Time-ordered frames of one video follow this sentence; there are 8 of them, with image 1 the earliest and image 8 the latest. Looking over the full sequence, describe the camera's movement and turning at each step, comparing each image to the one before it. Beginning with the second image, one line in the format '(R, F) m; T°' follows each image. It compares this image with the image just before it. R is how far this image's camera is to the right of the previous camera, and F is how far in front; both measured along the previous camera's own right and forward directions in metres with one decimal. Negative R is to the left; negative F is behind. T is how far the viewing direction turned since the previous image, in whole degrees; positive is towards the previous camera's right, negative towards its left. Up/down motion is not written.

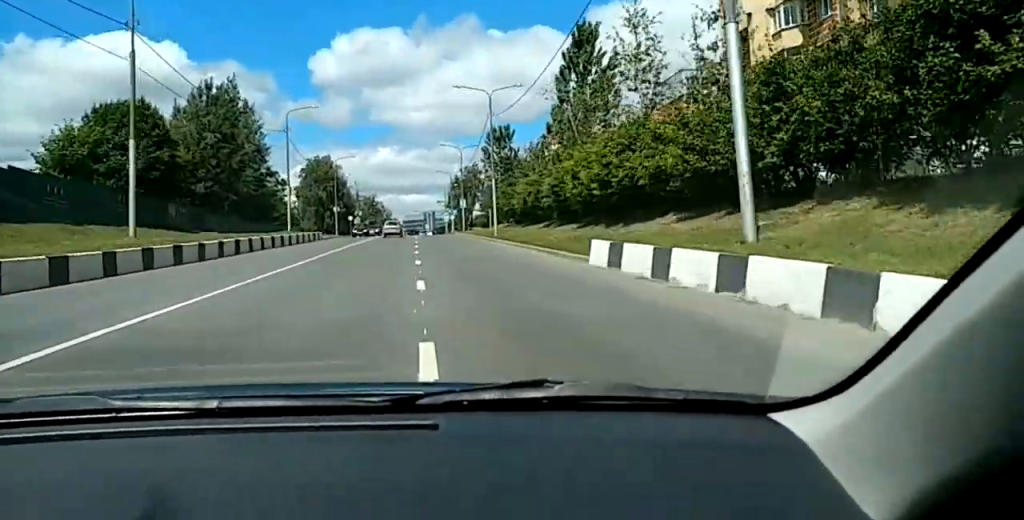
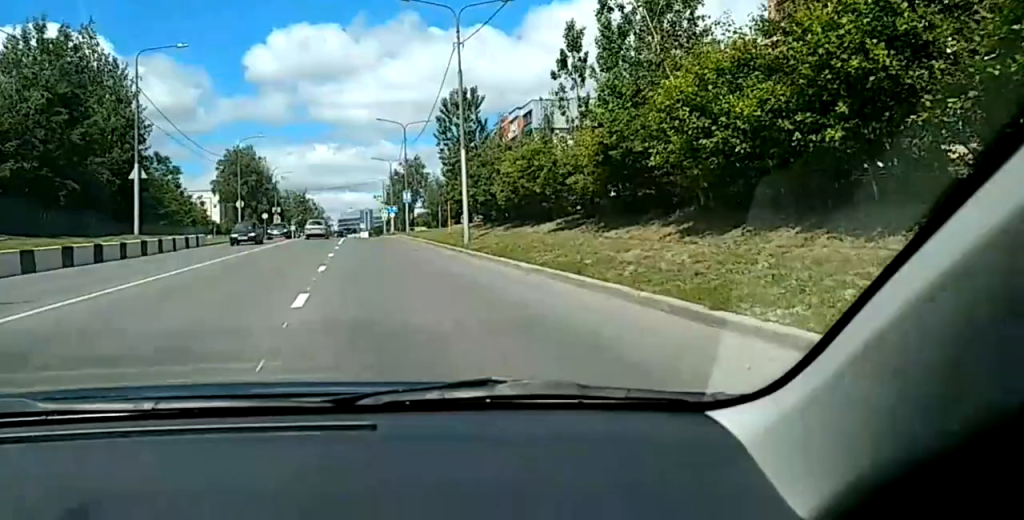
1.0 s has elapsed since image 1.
(0.0, +18.6) m; +1°
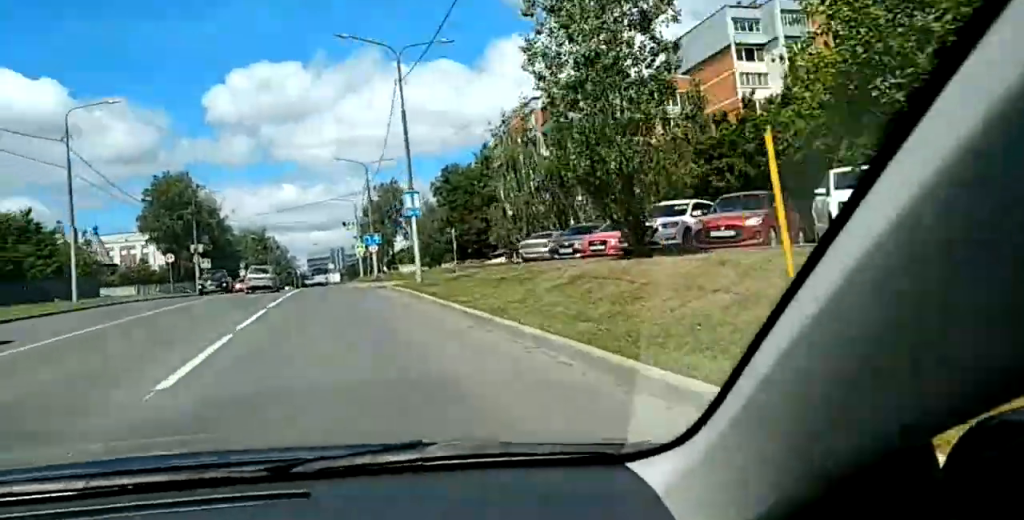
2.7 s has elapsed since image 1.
(+3.0, +33.4) m; +10°
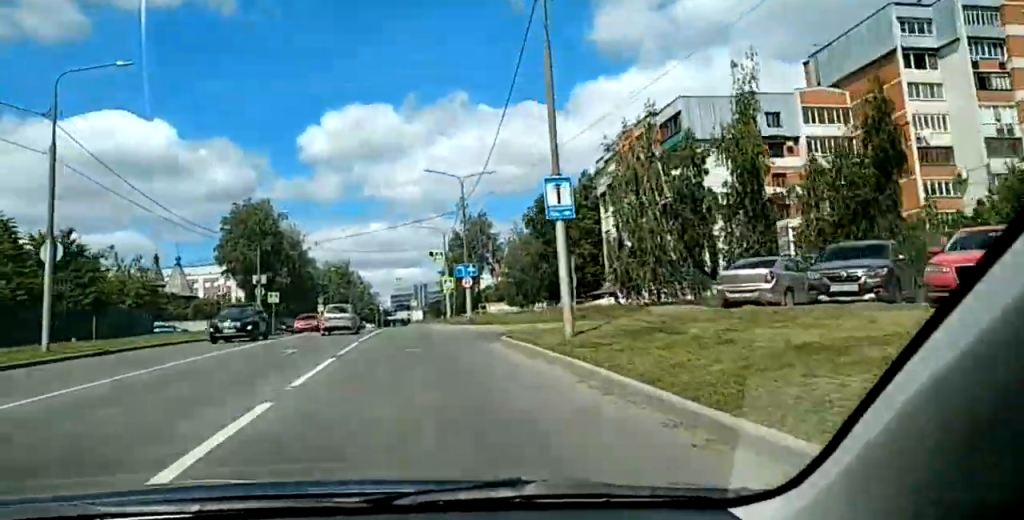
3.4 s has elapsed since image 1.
(-0.1, +12.7) m; -1°
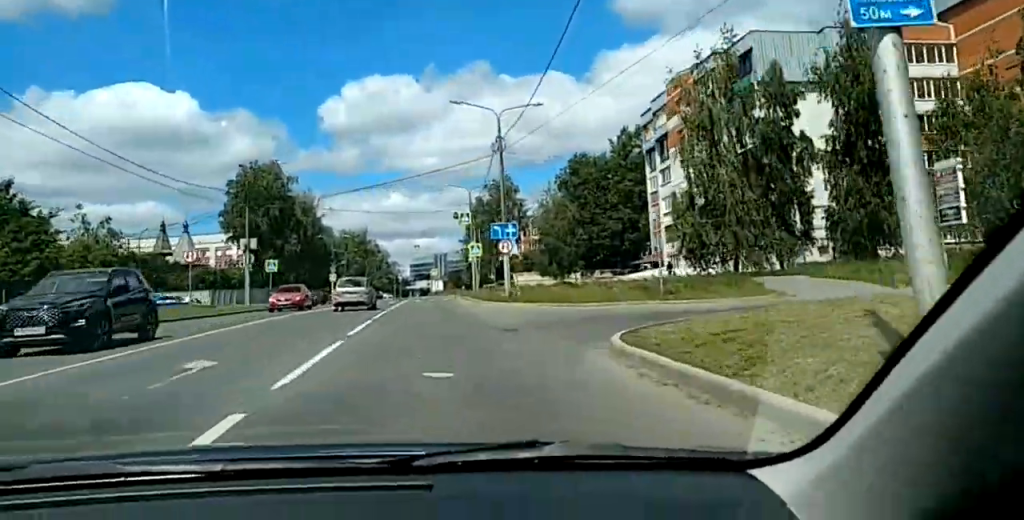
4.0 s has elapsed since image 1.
(-0.1, +11.8) m; -1°
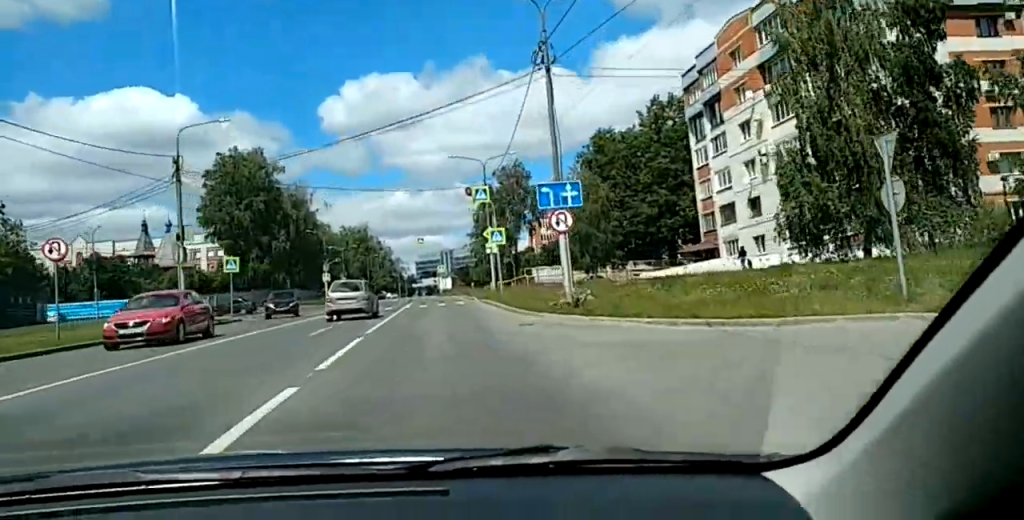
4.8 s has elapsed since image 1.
(-0.1, +14.3) m; -1°
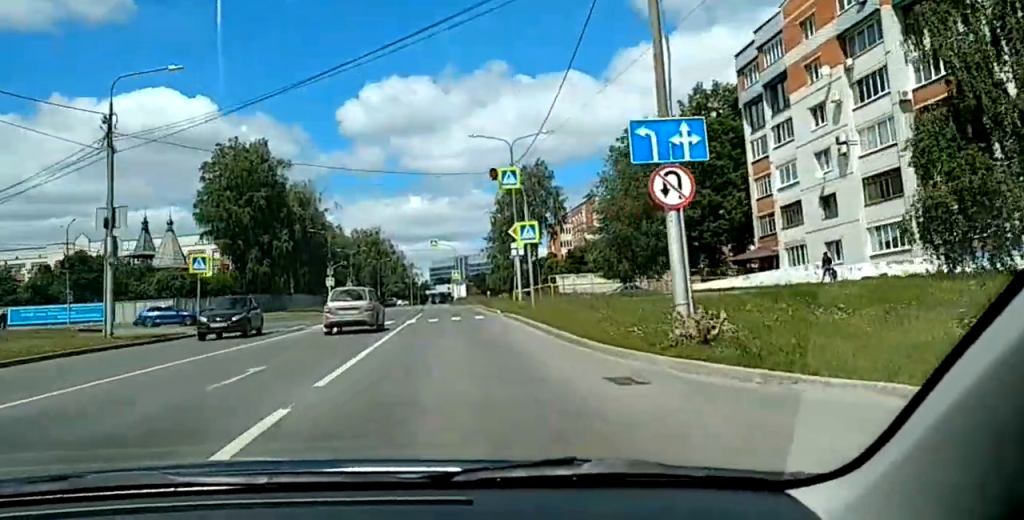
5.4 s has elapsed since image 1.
(0.0, +9.6) m; 0°
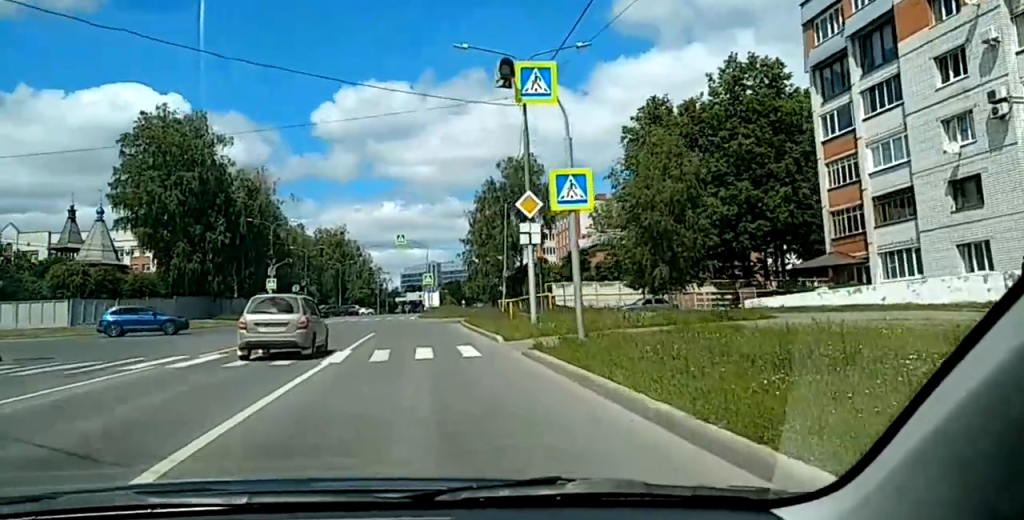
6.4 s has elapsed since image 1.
(-0.2, +16.4) m; -1°
